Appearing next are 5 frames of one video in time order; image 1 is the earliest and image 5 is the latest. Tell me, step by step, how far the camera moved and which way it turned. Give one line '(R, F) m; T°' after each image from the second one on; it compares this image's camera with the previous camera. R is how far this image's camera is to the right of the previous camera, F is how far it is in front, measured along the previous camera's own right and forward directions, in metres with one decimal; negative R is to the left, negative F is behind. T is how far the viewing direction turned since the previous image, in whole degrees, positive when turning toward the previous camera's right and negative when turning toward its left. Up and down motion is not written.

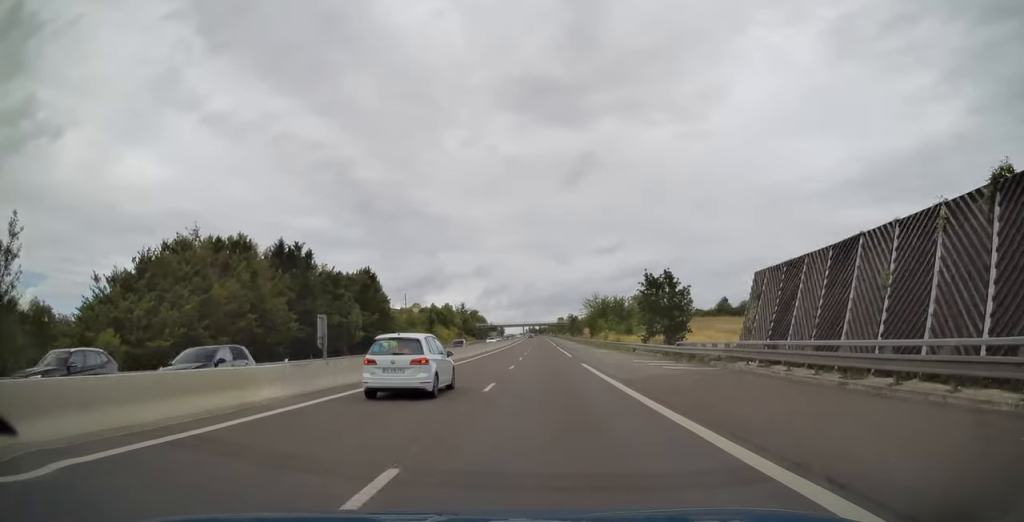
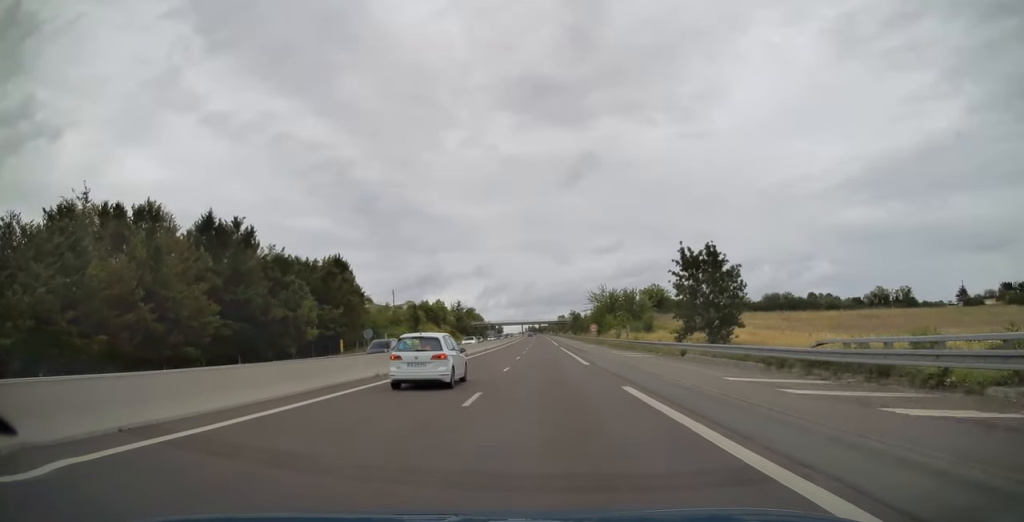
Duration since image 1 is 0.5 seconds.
(+0.1, +17.0) m; 0°
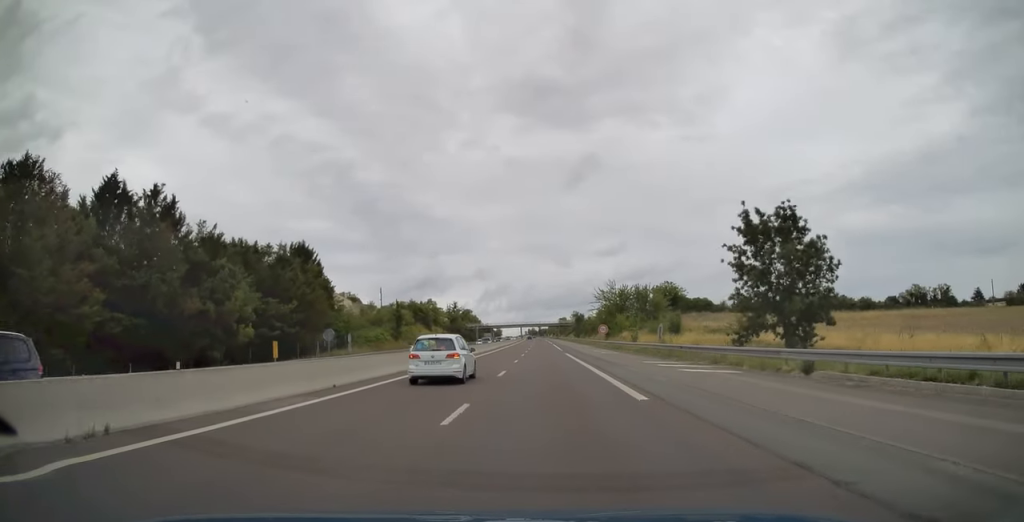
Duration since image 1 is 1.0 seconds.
(0.0, +15.4) m; 0°
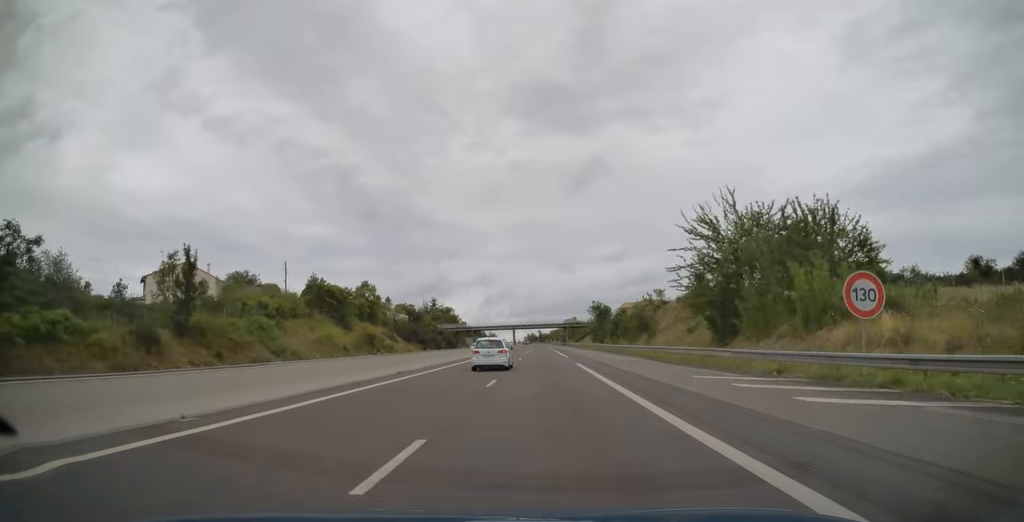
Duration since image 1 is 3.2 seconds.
(-0.3, +68.9) m; 0°
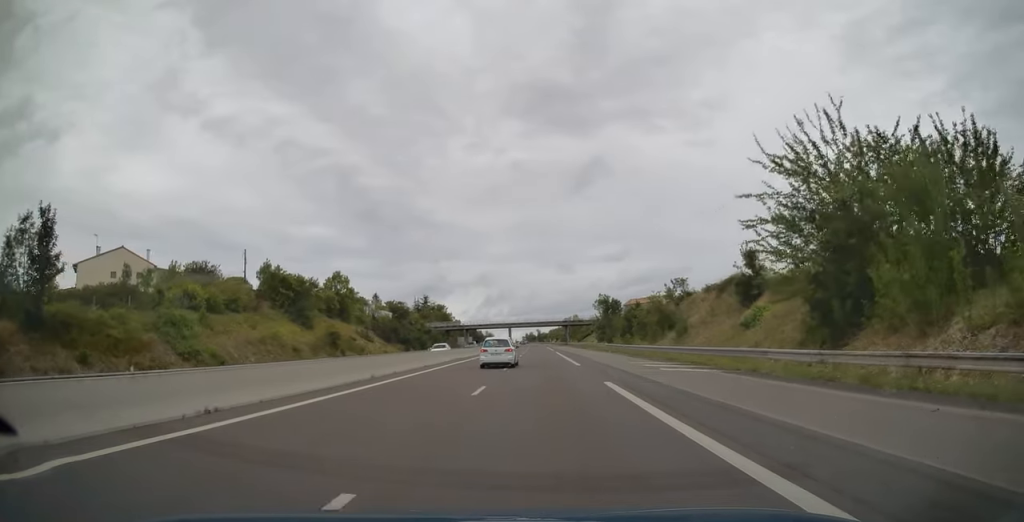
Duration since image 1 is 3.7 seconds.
(0.0, +15.9) m; 0°
